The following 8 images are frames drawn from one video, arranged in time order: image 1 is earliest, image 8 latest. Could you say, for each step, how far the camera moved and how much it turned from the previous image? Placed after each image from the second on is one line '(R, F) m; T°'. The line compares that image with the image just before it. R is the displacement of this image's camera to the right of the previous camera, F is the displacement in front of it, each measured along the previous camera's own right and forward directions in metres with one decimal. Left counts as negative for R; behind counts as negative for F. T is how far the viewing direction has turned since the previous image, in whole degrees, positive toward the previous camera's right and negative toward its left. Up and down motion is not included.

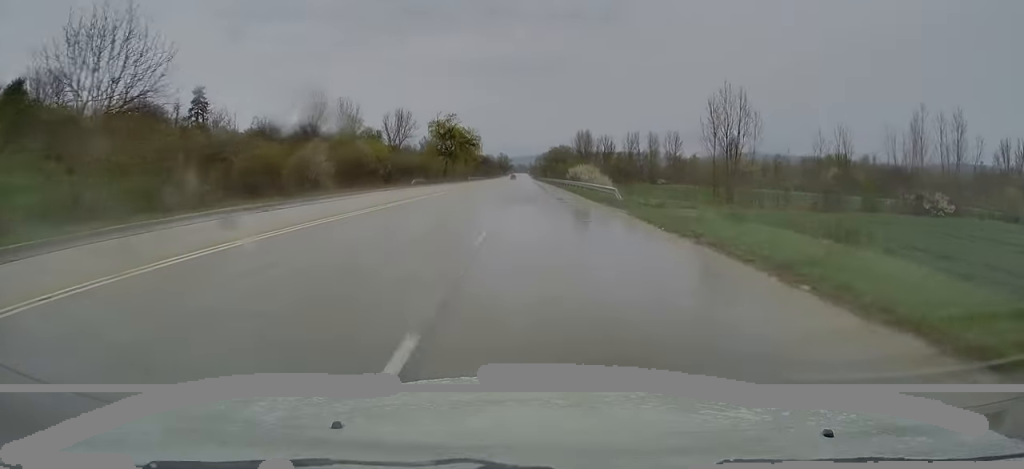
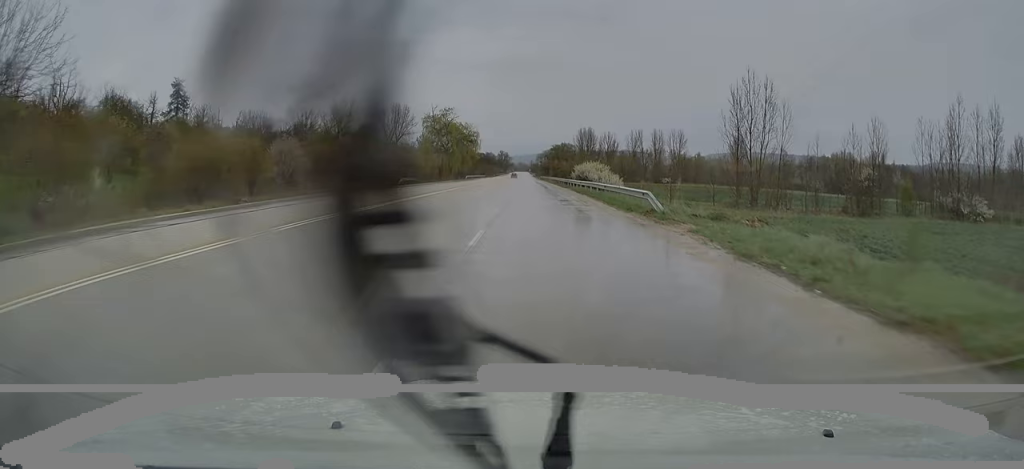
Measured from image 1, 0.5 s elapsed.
(+0.1, +8.7) m; 0°
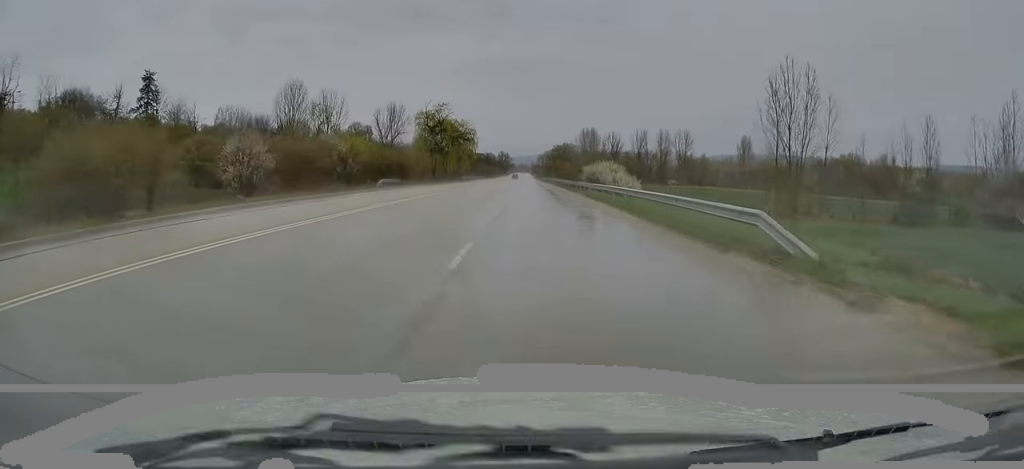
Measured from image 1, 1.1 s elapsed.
(0.0, +11.3) m; 0°
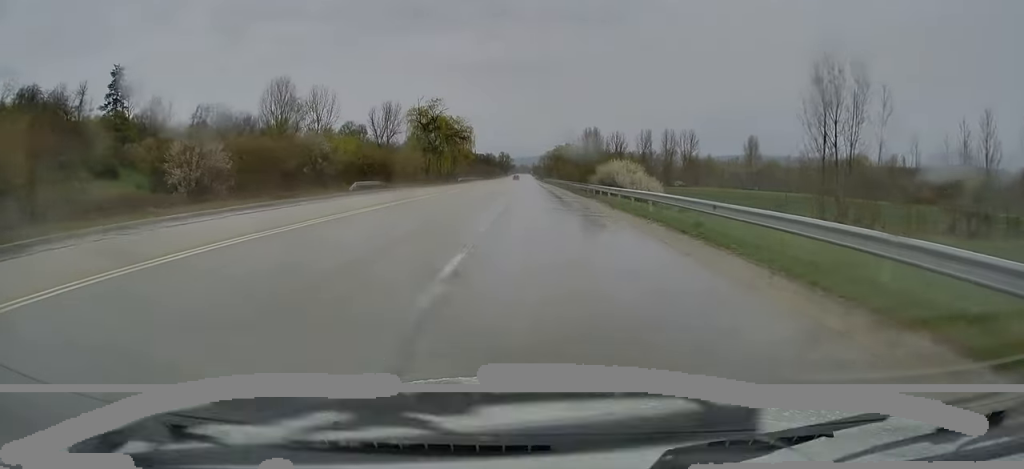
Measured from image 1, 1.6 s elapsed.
(-0.1, +10.0) m; 0°
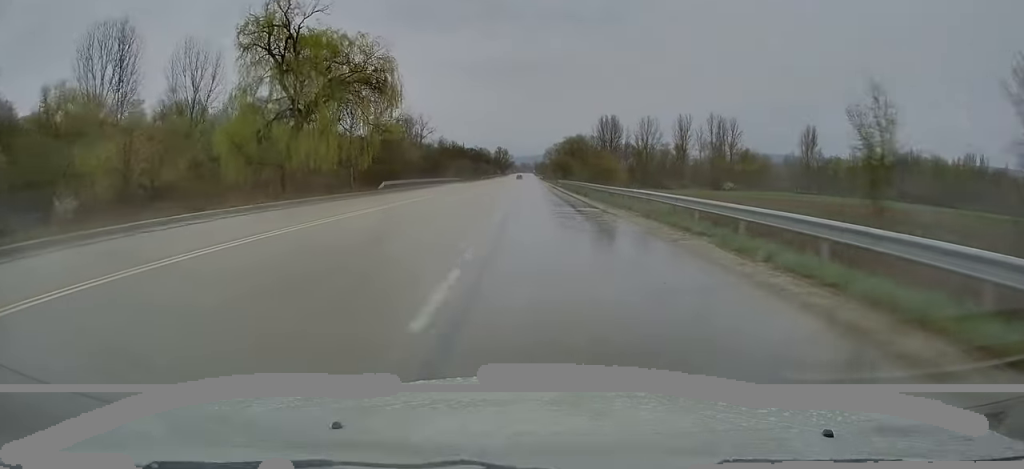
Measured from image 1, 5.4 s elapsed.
(-1.2, +71.3) m; 0°
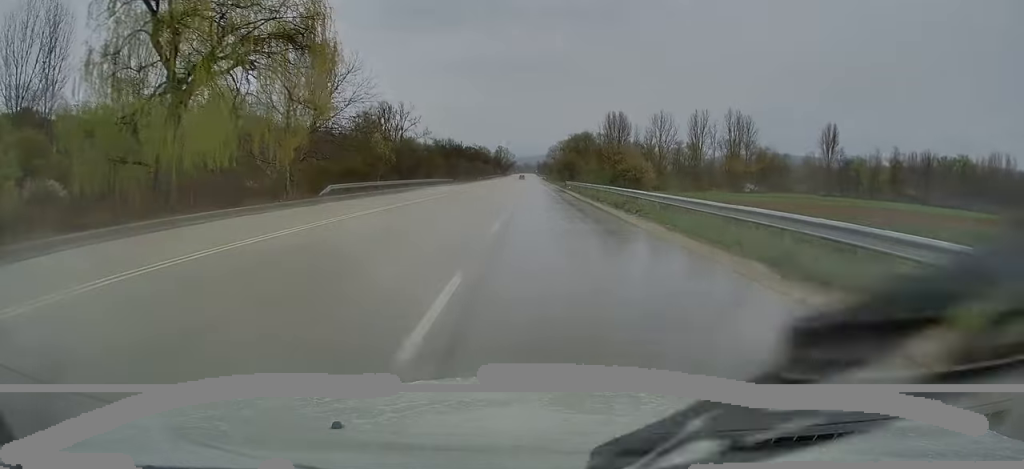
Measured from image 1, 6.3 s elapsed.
(+0.2, +18.2) m; 0°
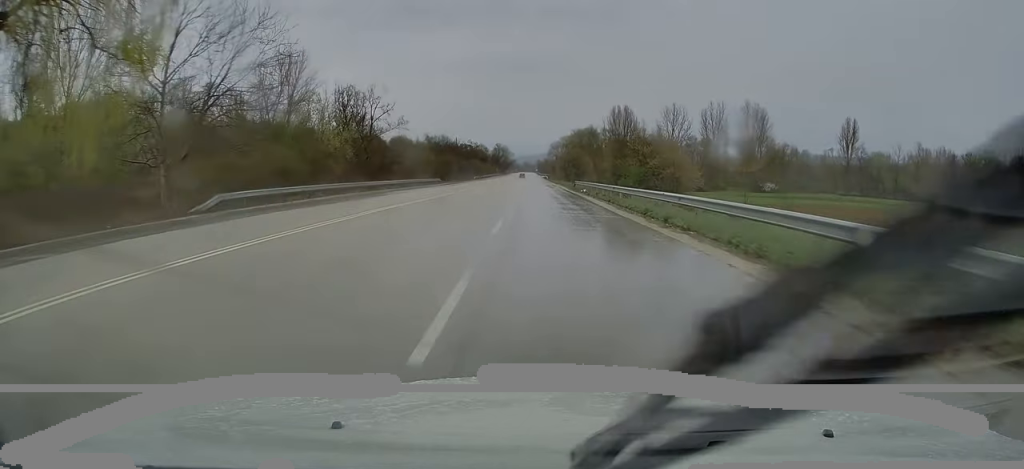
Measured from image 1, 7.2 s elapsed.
(-0.3, +17.4) m; -1°
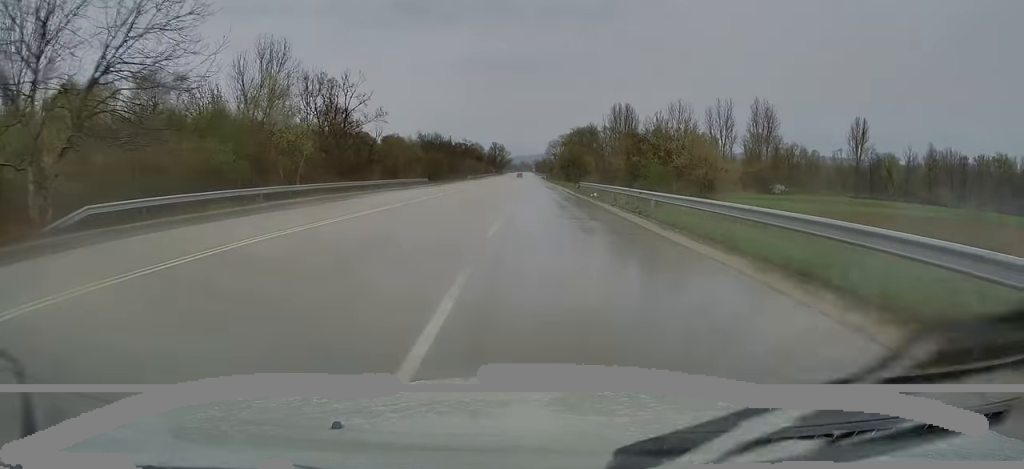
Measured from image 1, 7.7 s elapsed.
(-0.1, +9.6) m; 0°
